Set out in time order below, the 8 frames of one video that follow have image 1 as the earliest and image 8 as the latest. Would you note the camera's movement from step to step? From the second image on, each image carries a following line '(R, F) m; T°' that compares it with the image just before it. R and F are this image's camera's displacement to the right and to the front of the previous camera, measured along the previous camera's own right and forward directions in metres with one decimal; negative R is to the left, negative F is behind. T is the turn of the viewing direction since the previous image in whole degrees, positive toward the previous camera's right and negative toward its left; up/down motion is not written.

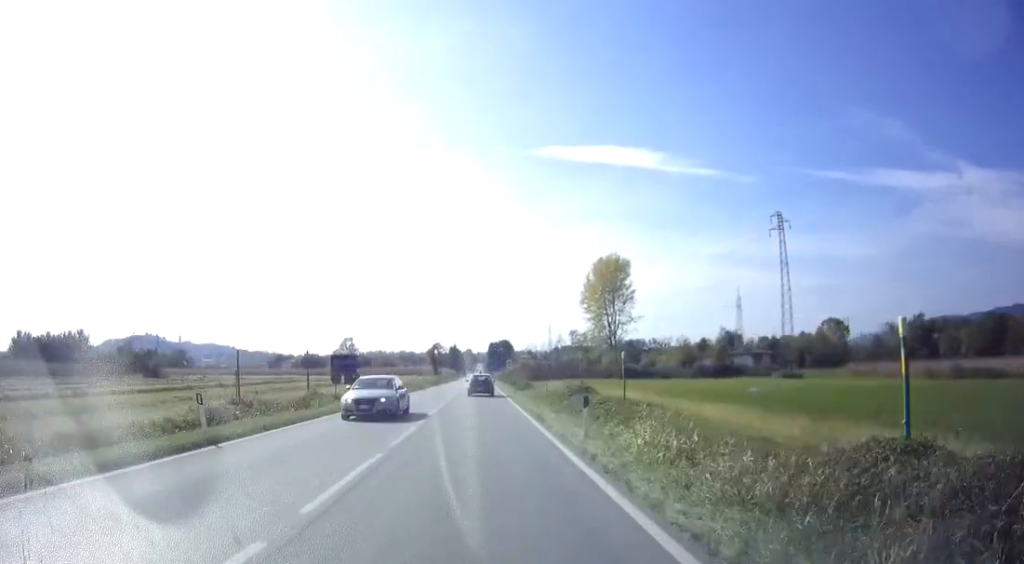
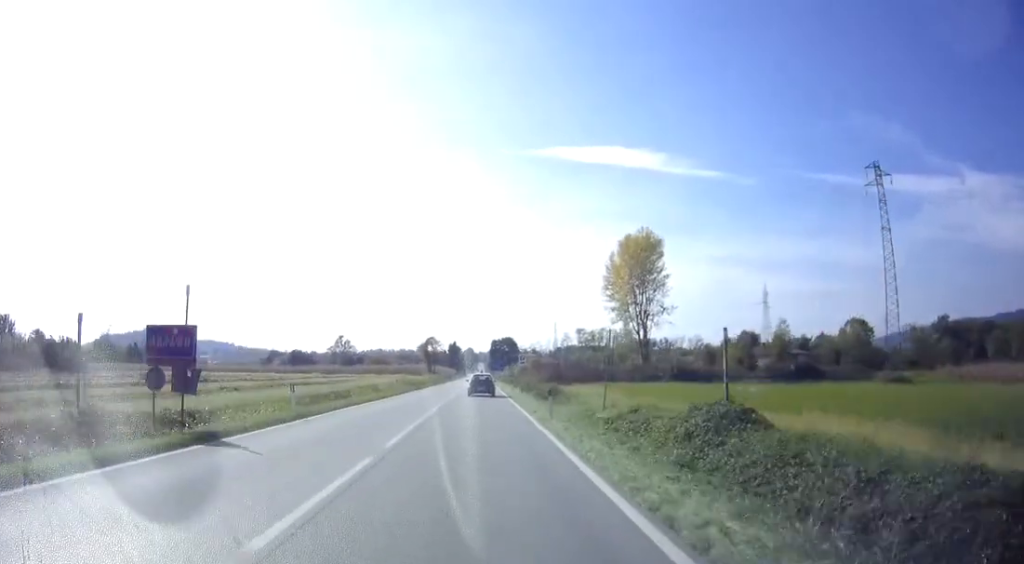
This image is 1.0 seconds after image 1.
(0.0, +19.0) m; -1°
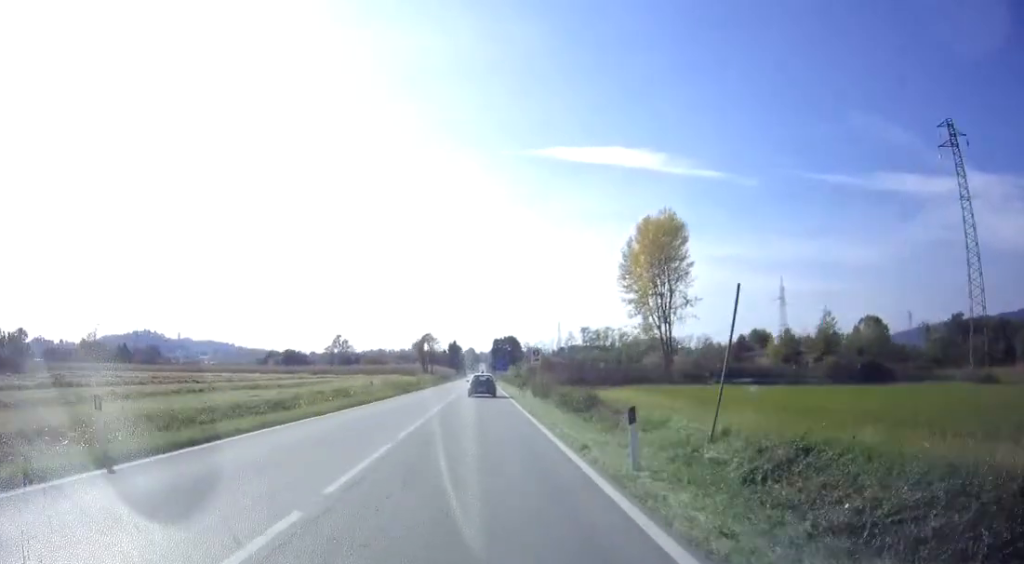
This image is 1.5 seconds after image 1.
(-0.2, +10.4) m; 0°
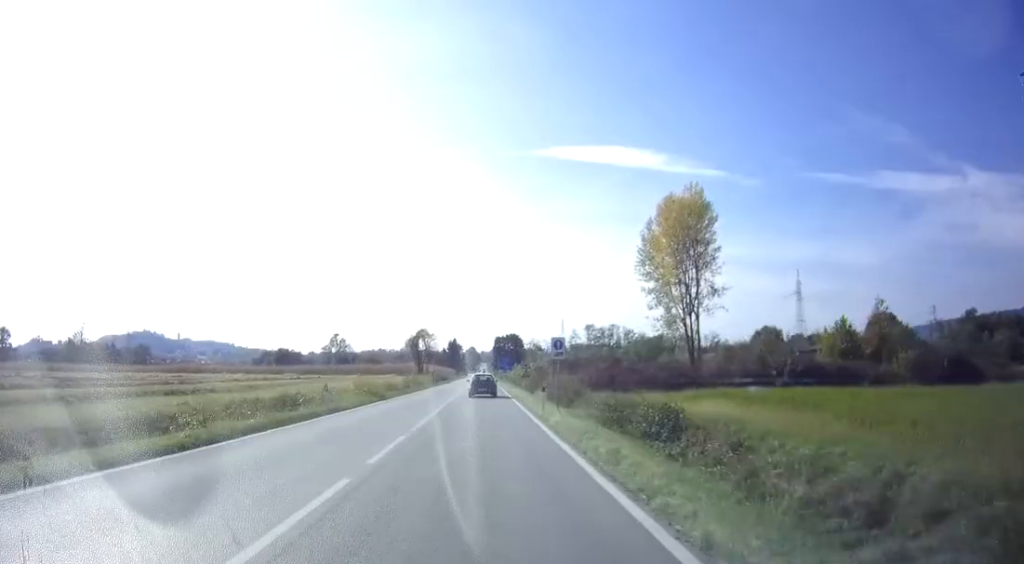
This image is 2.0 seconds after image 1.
(-0.2, +9.7) m; 0°
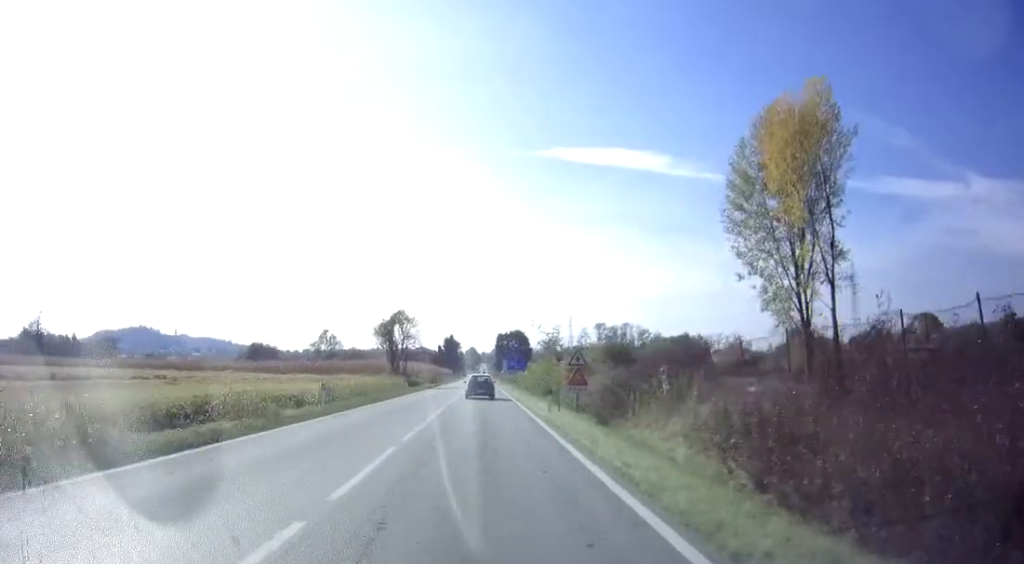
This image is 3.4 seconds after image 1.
(+0.5, +27.6) m; 0°
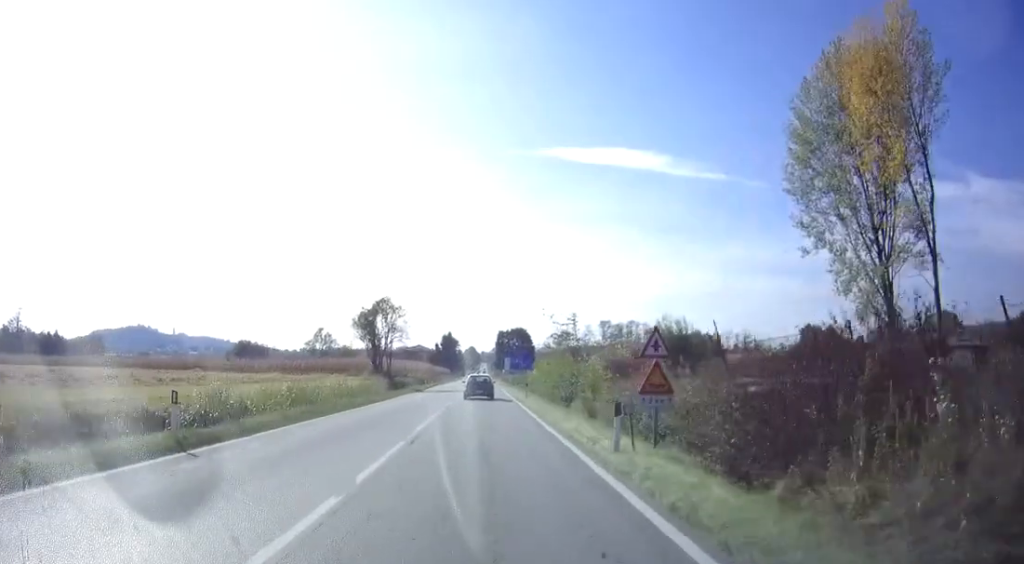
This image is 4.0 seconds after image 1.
(+0.1, +10.9) m; -1°
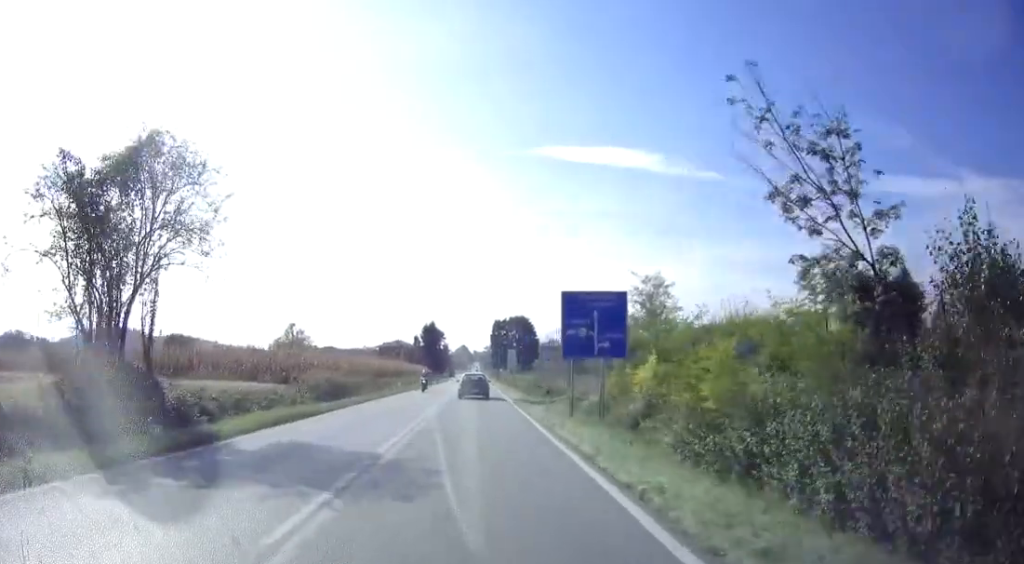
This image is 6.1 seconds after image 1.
(+0.1, +40.2) m; +2°
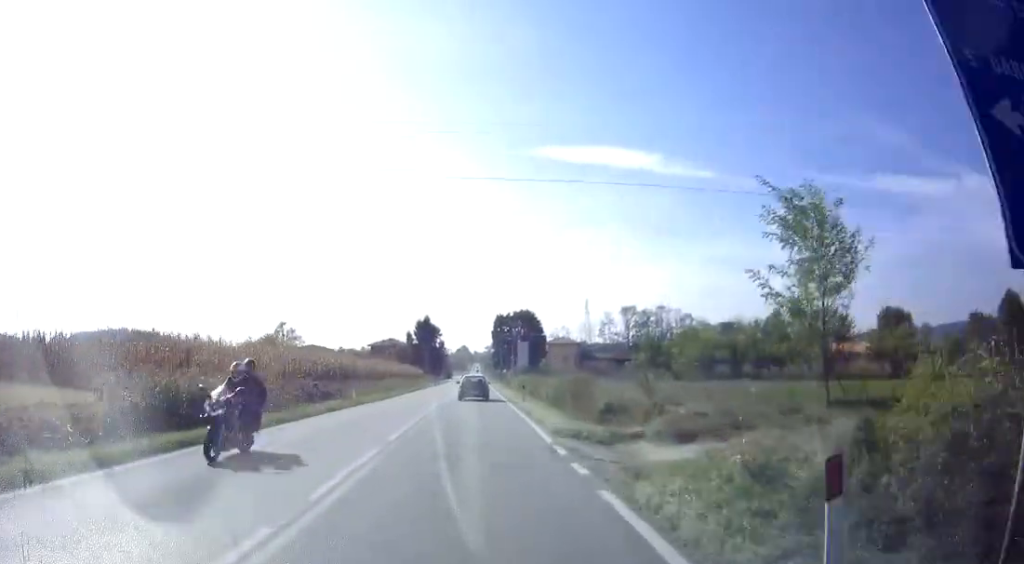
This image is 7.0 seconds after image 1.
(+0.4, +16.2) m; 0°
